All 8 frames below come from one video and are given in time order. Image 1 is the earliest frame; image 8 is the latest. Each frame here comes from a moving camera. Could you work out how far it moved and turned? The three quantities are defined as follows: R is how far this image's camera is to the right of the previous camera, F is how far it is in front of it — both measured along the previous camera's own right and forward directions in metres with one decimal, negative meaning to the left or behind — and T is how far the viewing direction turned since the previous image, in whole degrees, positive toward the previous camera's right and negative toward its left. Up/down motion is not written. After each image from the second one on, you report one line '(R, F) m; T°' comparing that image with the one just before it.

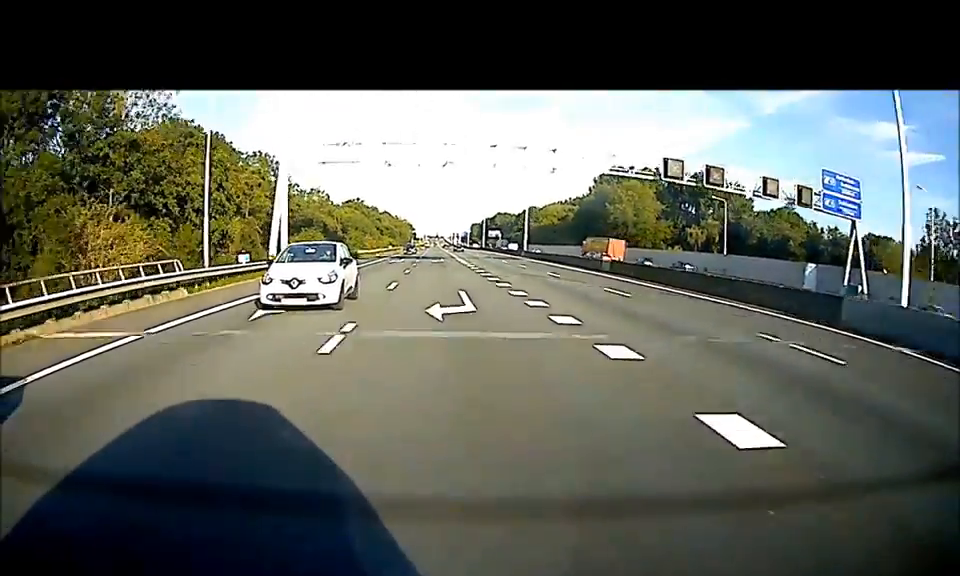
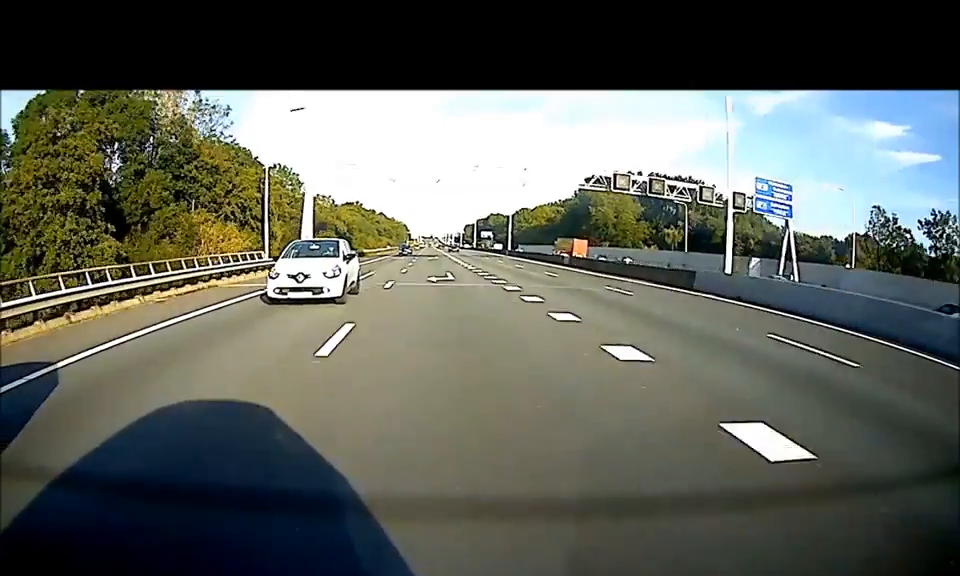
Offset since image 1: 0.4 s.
(0.0, +12.2) m; 0°
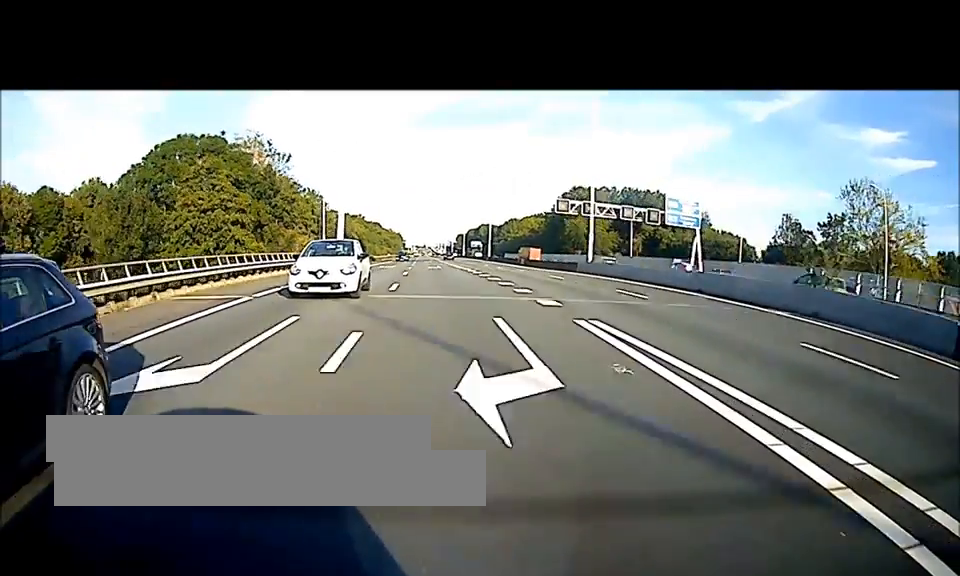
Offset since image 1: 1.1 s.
(+0.1, +22.4) m; +1°
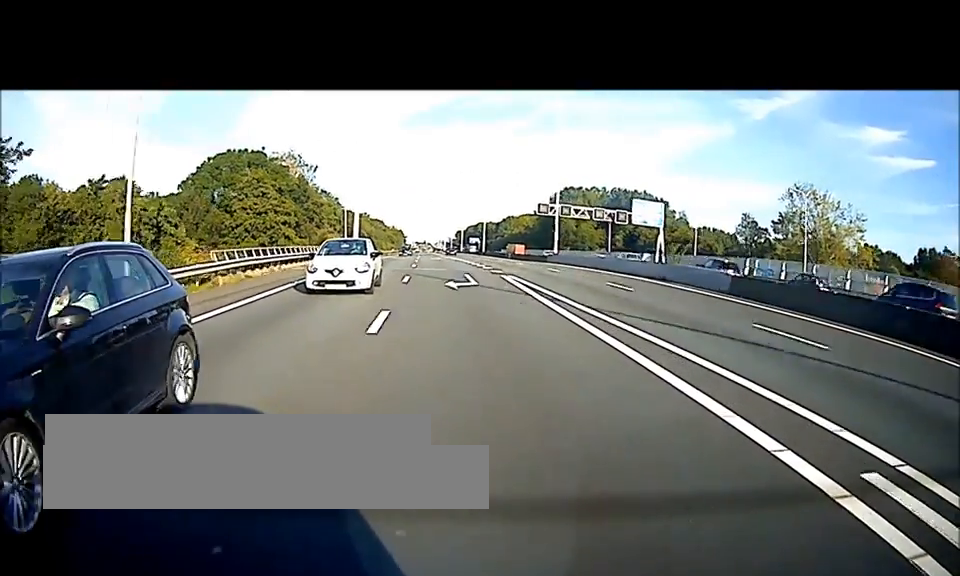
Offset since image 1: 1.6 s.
(+0.2, +14.2) m; 0°
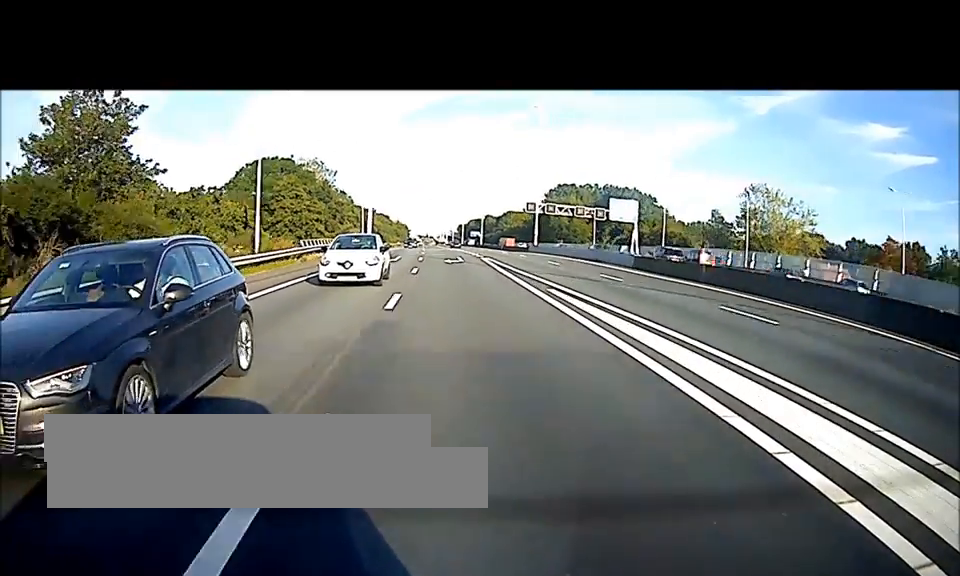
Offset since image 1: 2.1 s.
(+0.1, +14.3) m; 0°
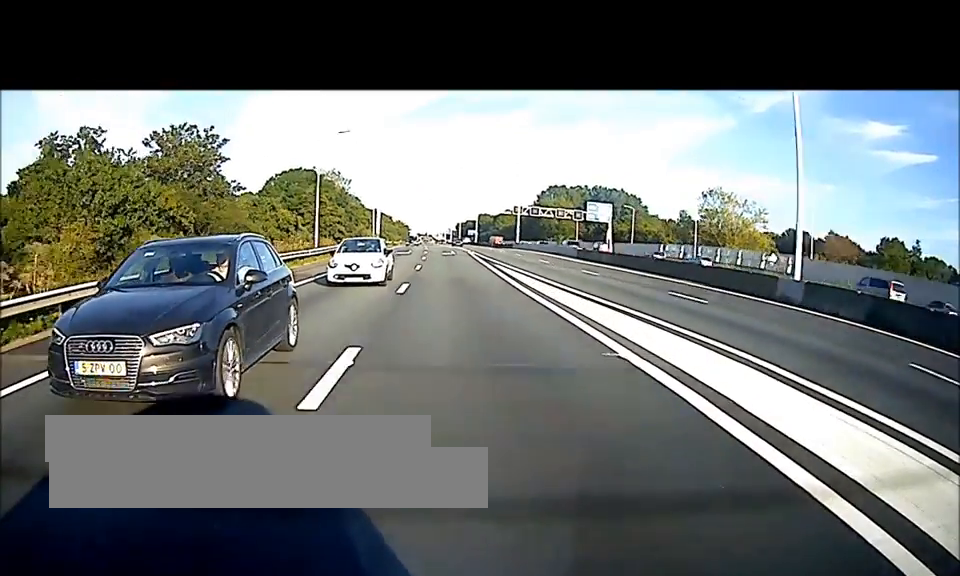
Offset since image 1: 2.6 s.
(0.0, +16.3) m; 0°
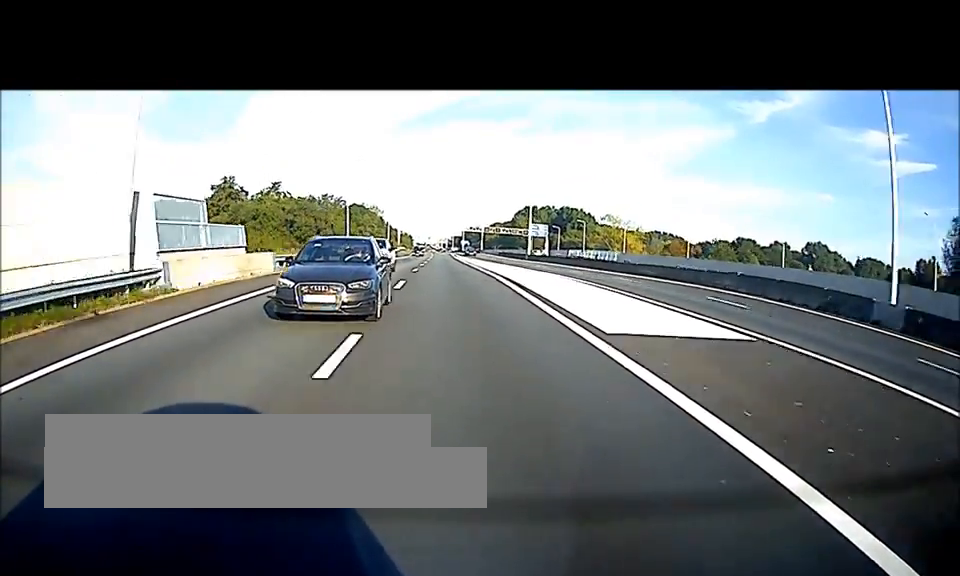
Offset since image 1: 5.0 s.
(+0.8, +73.7) m; 0°
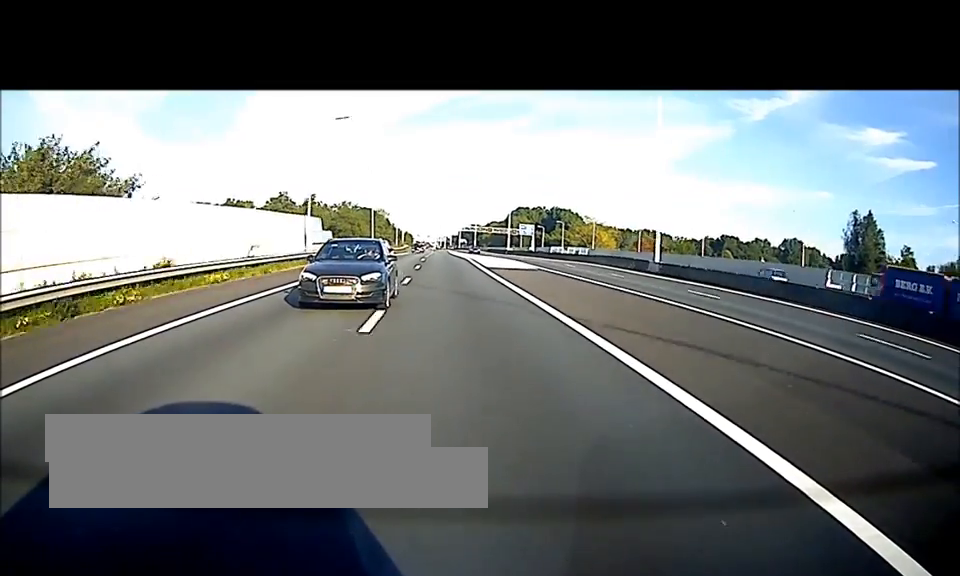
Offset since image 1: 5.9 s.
(-0.2, +26.6) m; 0°
